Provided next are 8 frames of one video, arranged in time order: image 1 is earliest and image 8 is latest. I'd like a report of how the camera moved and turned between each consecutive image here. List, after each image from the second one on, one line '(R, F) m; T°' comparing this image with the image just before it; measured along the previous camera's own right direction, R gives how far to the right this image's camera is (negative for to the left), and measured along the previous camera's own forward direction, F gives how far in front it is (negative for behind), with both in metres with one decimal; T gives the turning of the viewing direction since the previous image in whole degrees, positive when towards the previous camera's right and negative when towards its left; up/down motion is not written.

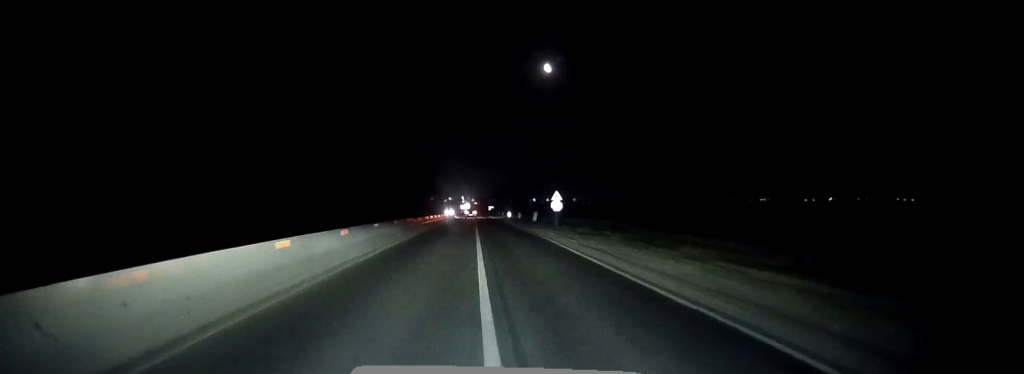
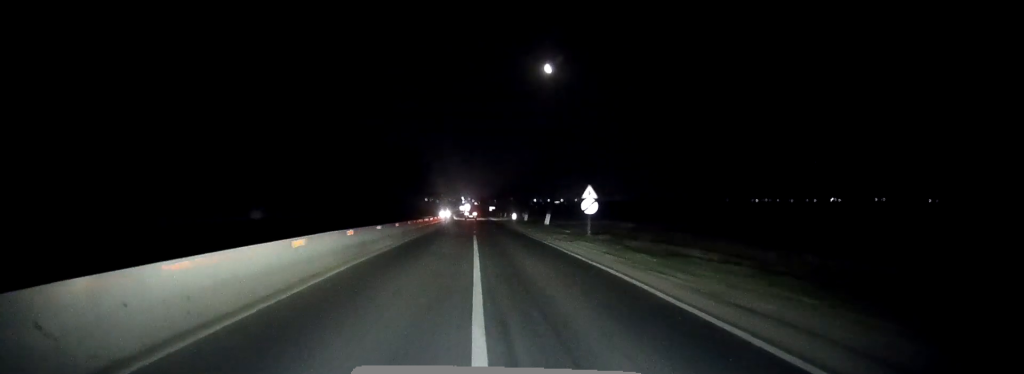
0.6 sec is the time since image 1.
(0.0, +16.6) m; 0°
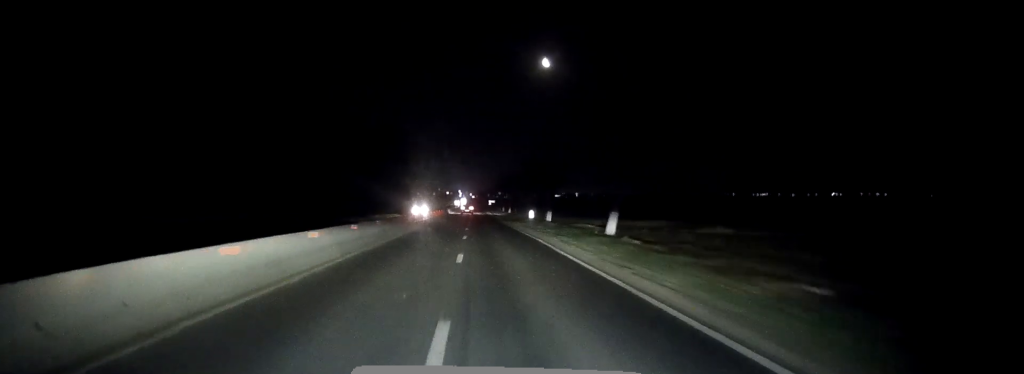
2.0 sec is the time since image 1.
(0.0, +39.2) m; 0°
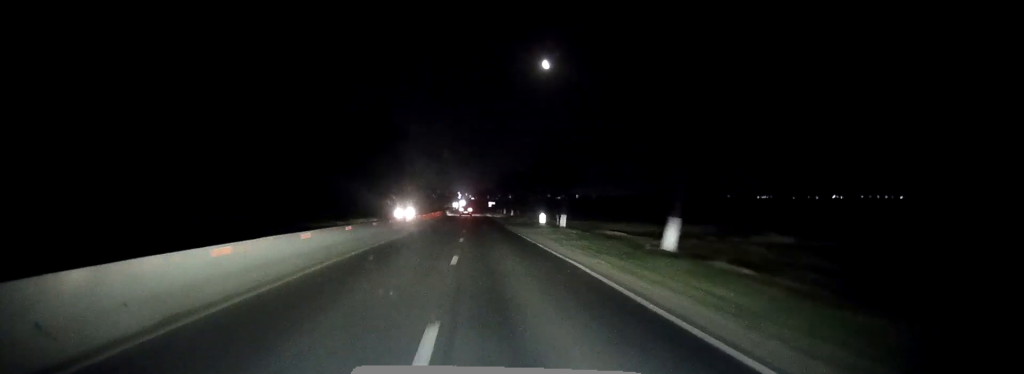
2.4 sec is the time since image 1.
(0.0, +12.3) m; 0°
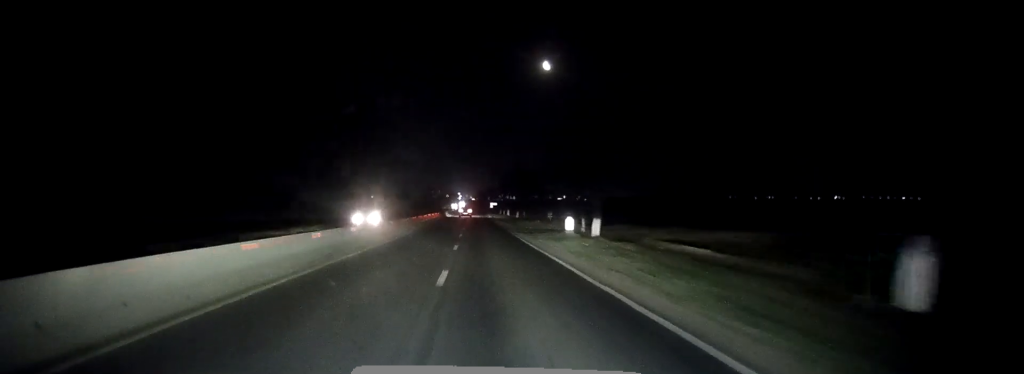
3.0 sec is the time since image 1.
(+0.1, +16.2) m; 0°
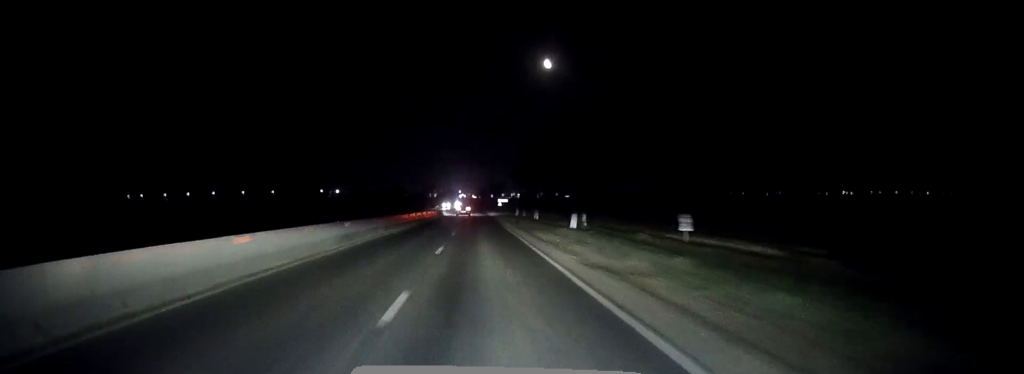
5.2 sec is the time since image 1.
(-0.2, +64.4) m; 0°
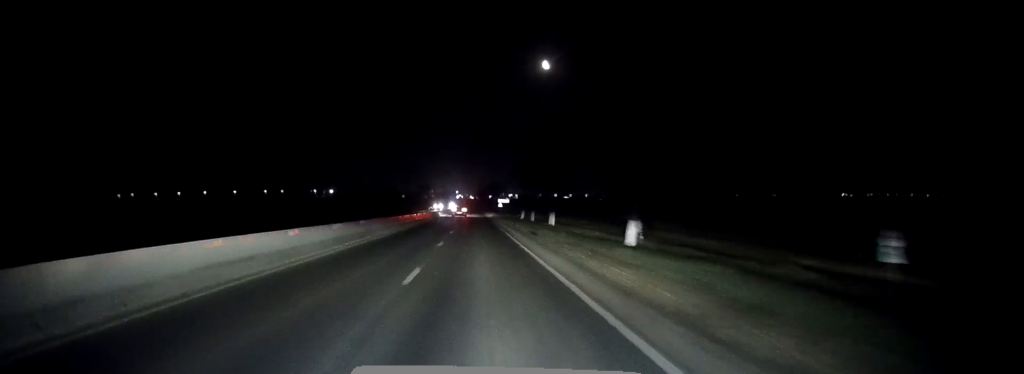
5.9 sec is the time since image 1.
(0.0, +19.2) m; 0°
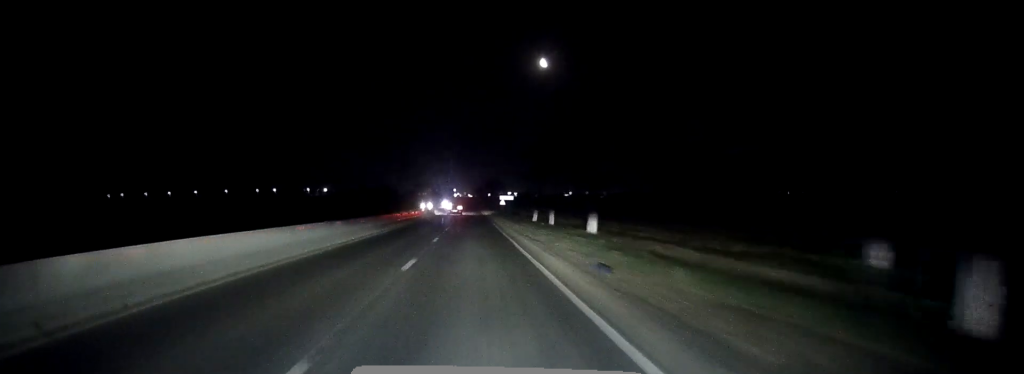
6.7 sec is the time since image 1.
(0.0, +22.2) m; 0°
